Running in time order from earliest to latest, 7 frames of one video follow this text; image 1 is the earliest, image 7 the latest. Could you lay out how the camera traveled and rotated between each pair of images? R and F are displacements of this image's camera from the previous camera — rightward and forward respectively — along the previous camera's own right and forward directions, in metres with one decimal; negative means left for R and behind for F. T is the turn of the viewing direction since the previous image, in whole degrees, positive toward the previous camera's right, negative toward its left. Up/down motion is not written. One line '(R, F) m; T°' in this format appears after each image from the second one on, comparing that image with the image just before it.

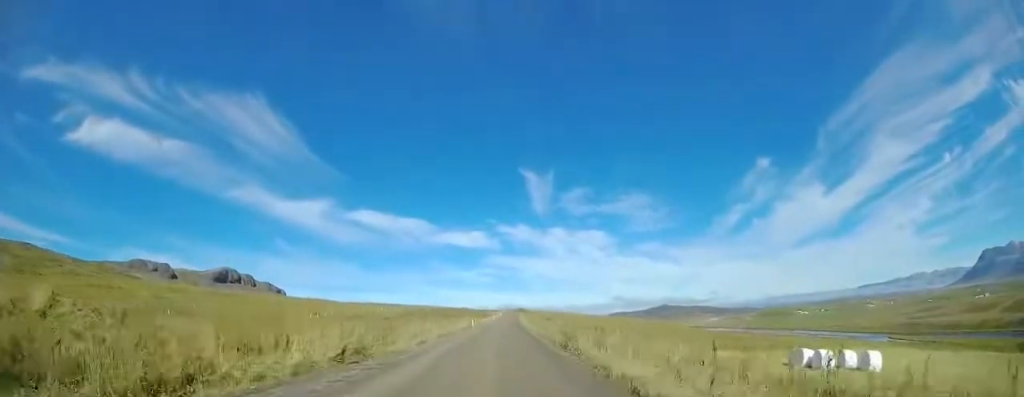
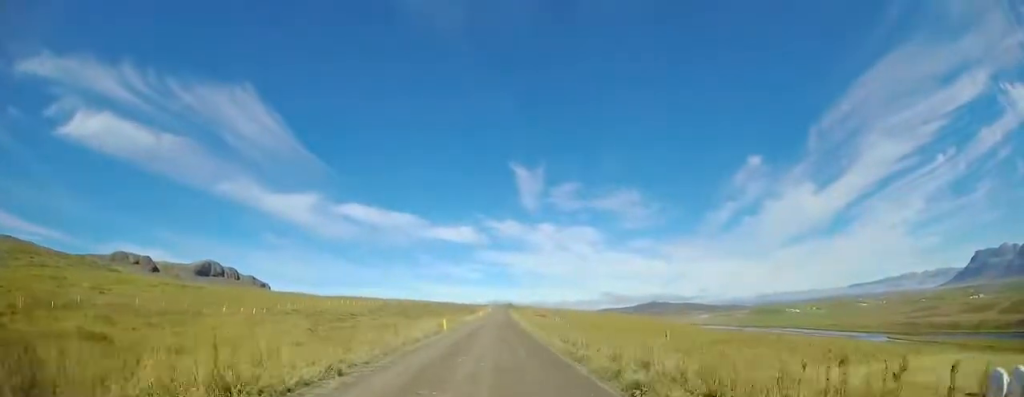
(+0.6, +16.1) m; +2°
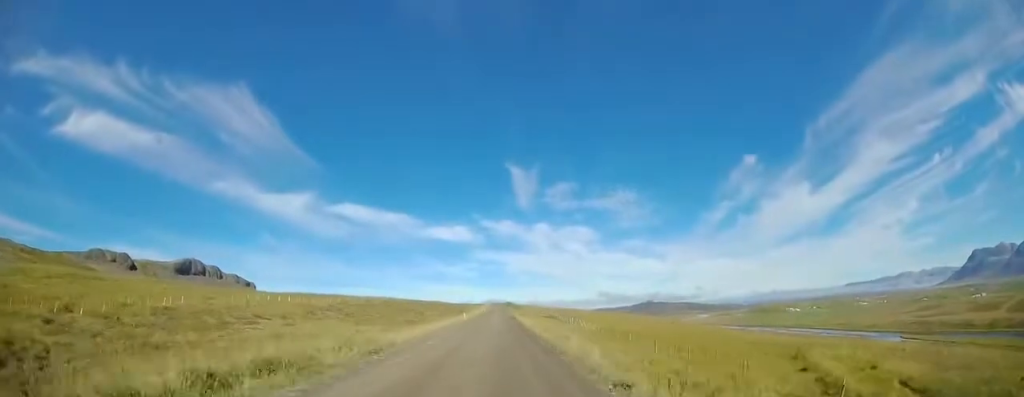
(-0.4, +31.9) m; -1°
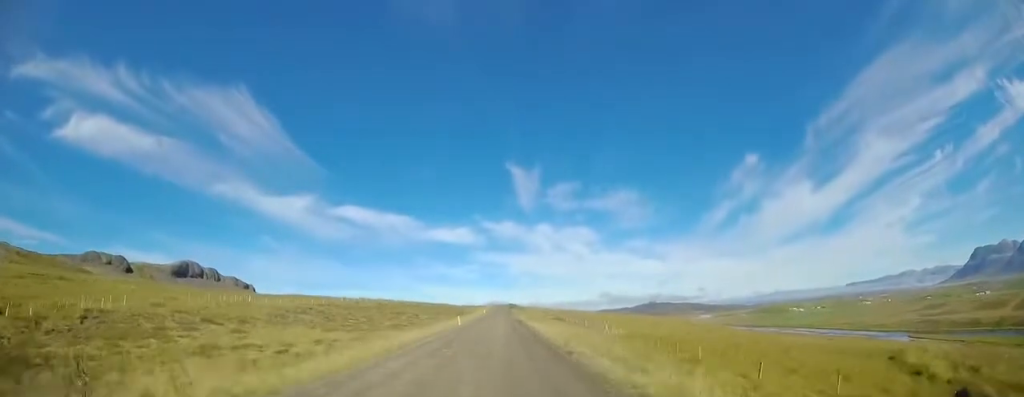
(+0.1, +10.1) m; +1°
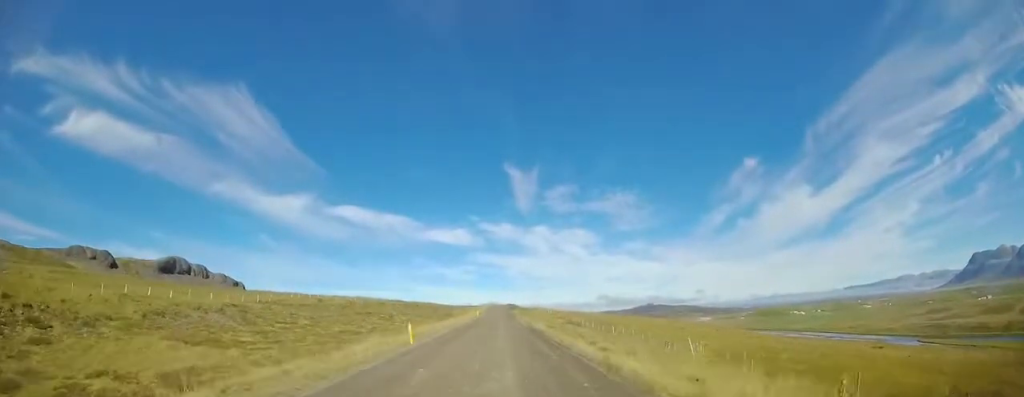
(+0.5, +20.7) m; +2°
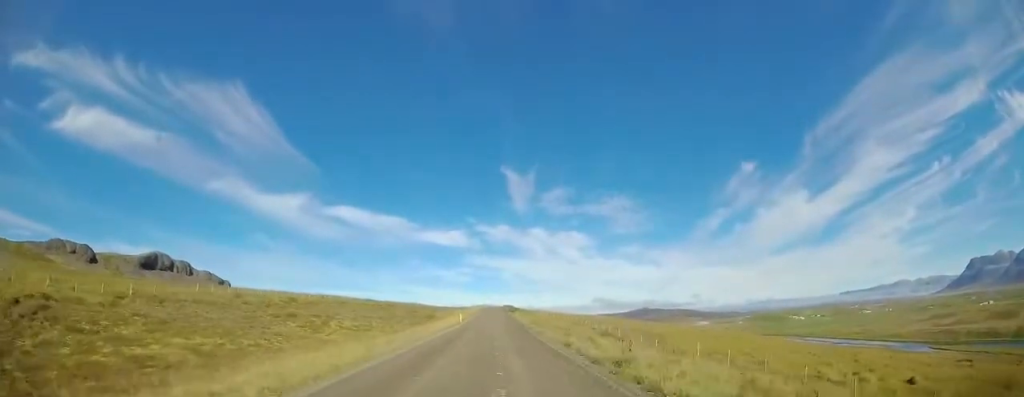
(-0.2, +26.3) m; 0°
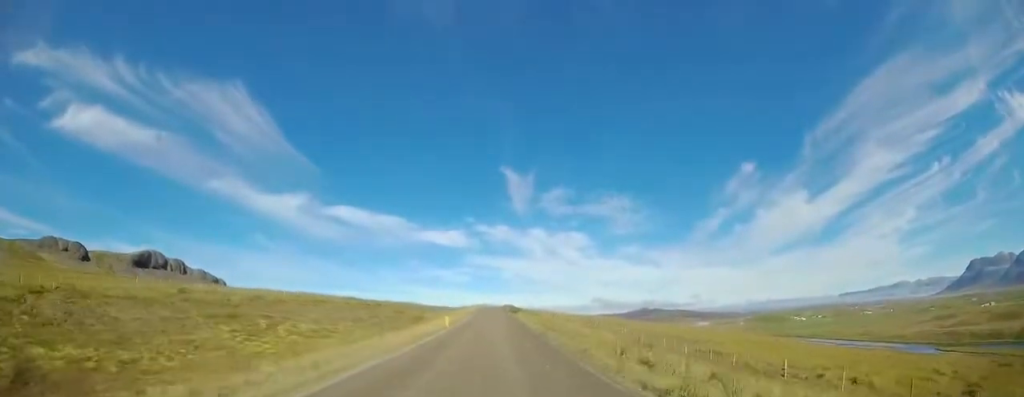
(0.0, +11.2) m; +1°
